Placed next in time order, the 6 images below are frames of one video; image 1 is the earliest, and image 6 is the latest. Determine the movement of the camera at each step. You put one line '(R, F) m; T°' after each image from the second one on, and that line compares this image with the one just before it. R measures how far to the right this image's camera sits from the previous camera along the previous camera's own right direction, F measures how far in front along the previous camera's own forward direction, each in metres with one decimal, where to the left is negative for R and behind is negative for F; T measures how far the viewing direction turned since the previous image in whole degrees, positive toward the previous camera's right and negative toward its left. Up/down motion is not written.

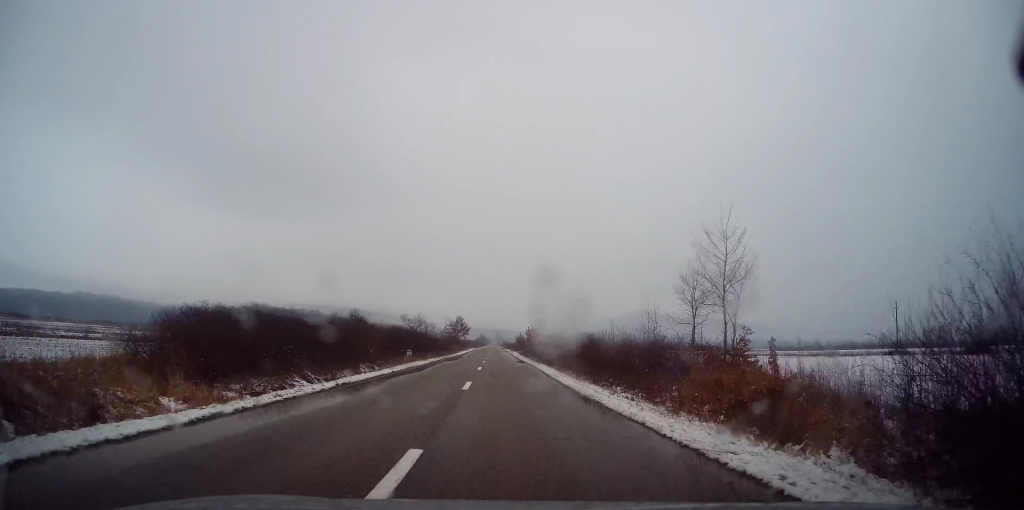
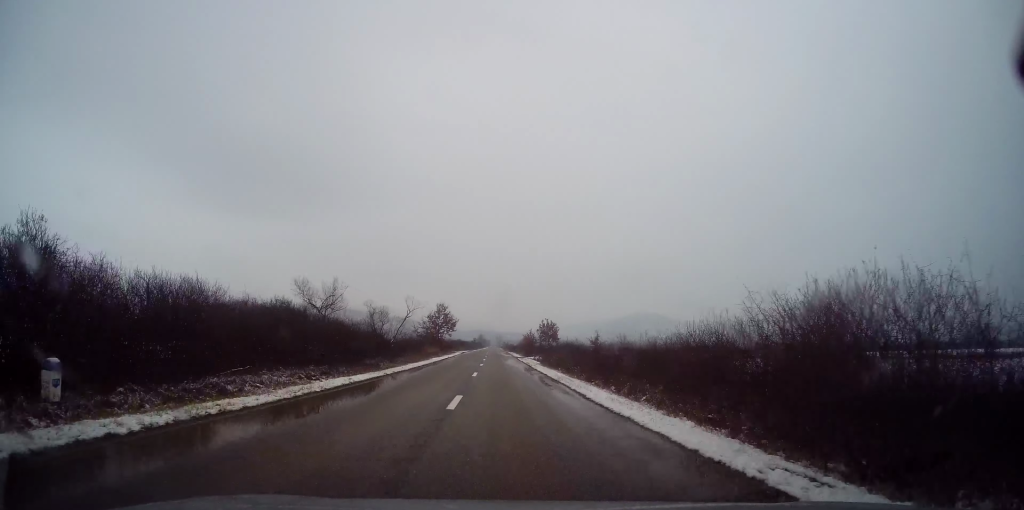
(0.0, +39.4) m; 0°
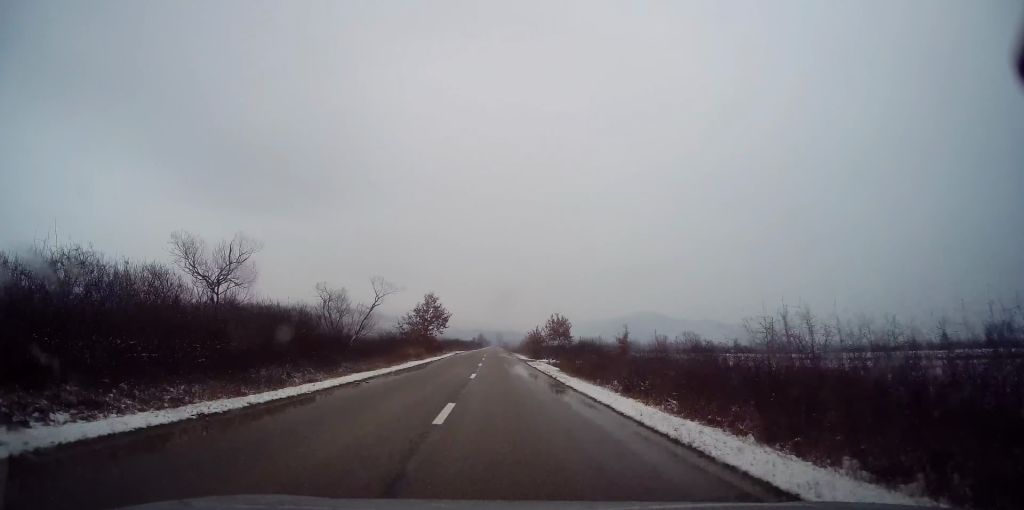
(0.0, +13.9) m; 0°
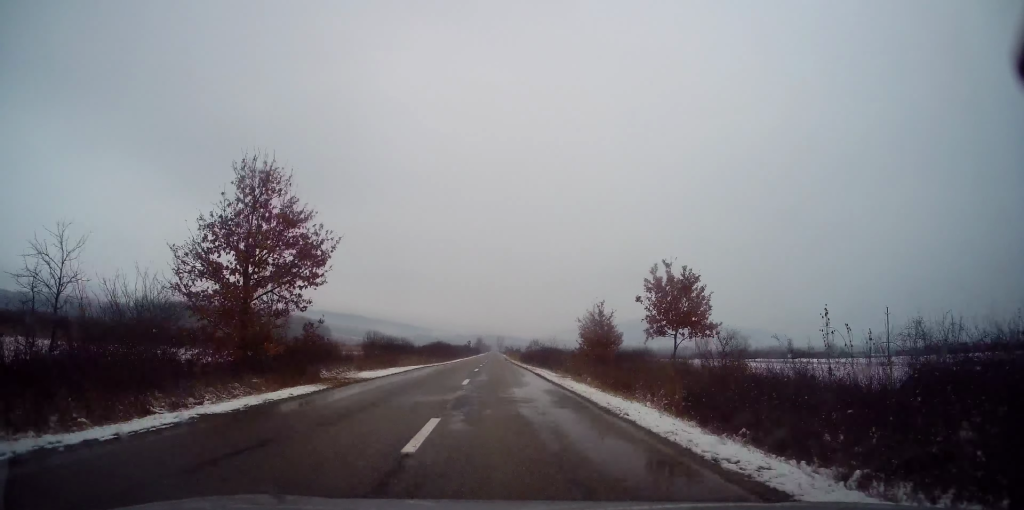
(-0.3, +48.8) m; +1°
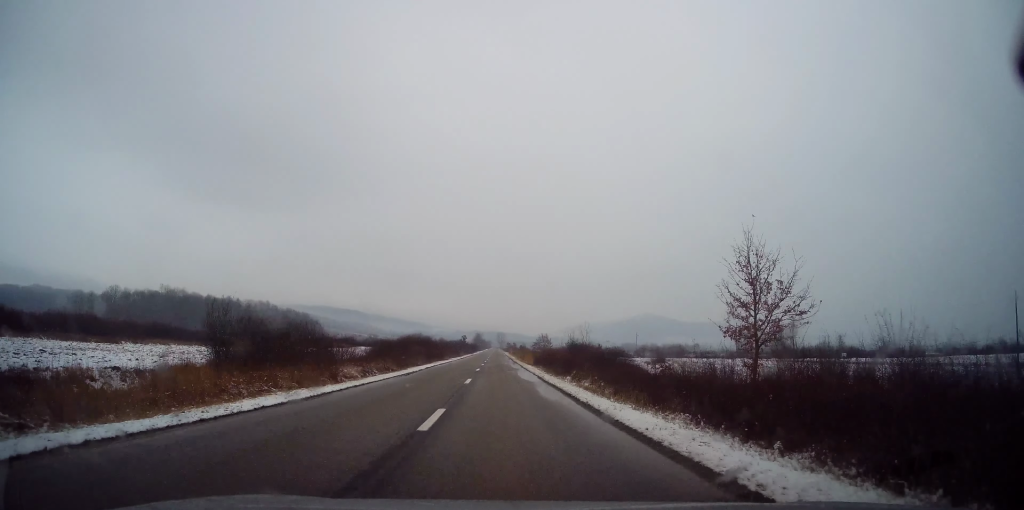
(+0.1, +32.9) m; 0°
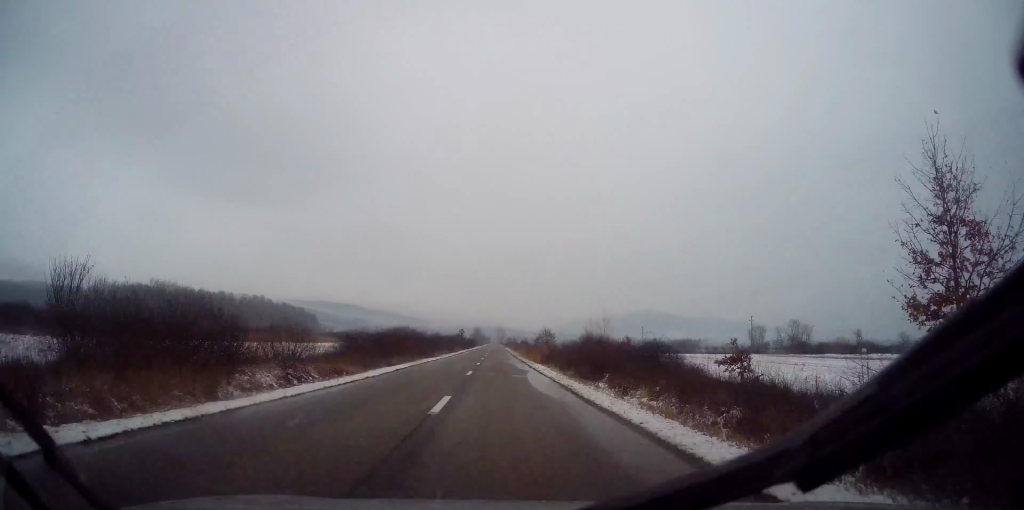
(-0.2, +10.4) m; 0°
